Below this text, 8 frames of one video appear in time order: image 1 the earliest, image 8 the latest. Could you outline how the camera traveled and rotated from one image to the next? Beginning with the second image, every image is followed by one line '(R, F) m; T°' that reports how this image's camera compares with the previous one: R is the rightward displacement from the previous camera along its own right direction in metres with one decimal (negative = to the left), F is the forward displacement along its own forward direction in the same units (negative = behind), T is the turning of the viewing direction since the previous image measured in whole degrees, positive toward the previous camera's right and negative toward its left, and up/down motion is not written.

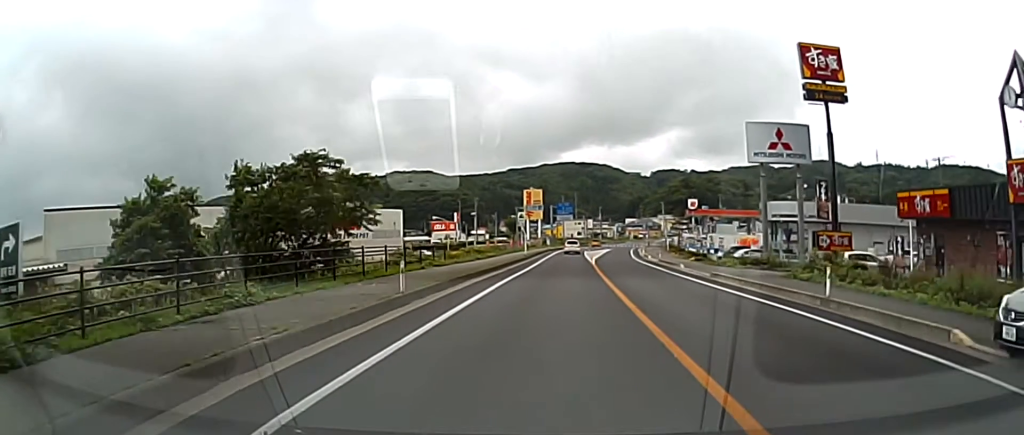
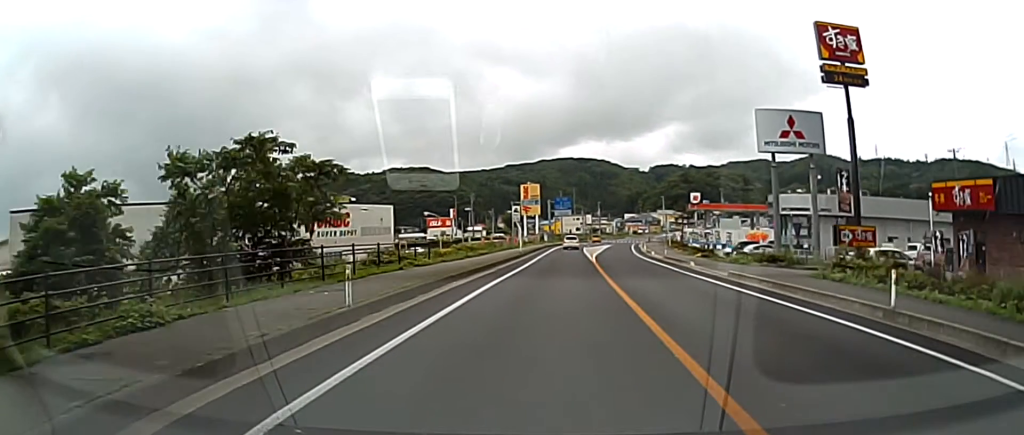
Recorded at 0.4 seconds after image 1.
(0.0, +3.9) m; 0°
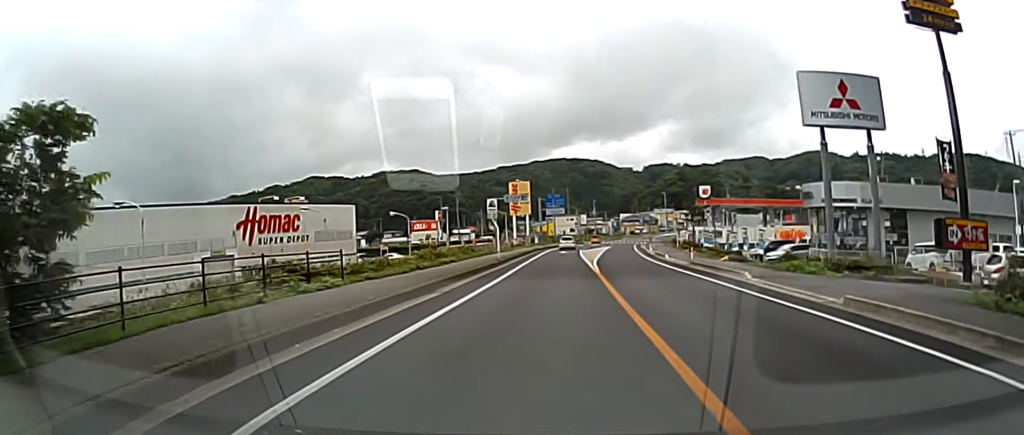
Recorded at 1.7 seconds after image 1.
(+0.1, +12.8) m; -1°
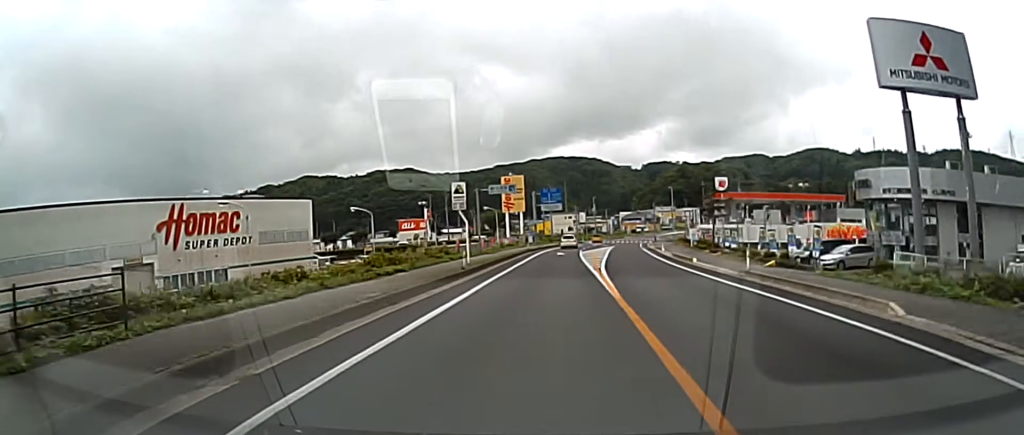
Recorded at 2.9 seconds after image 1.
(-0.5, +12.0) m; -1°
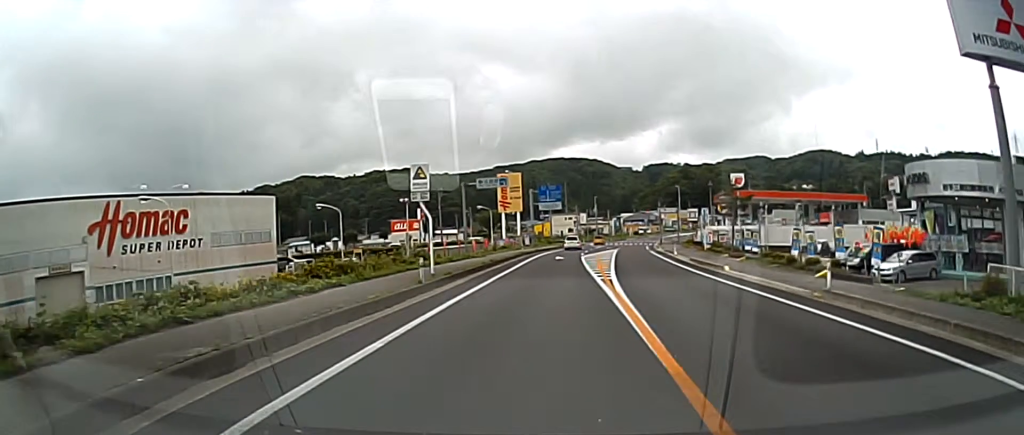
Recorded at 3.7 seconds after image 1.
(+0.3, +8.1) m; +2°
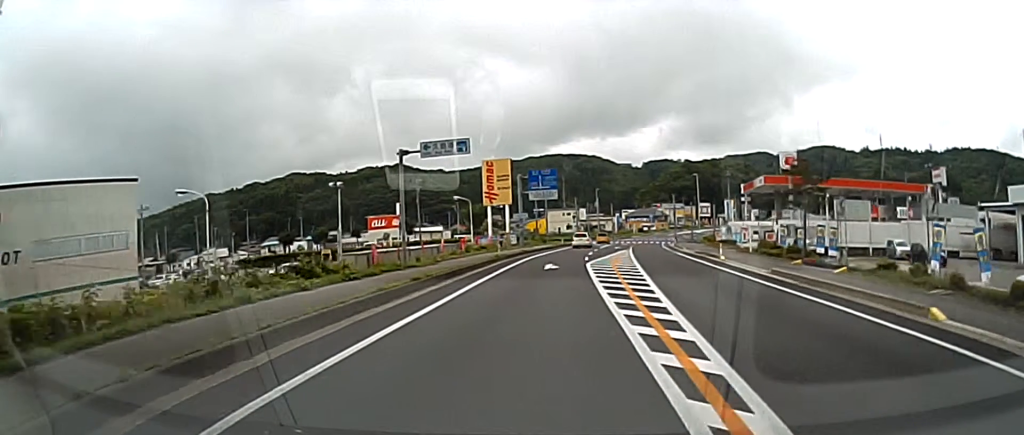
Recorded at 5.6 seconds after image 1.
(+0.5, +19.0) m; +1°
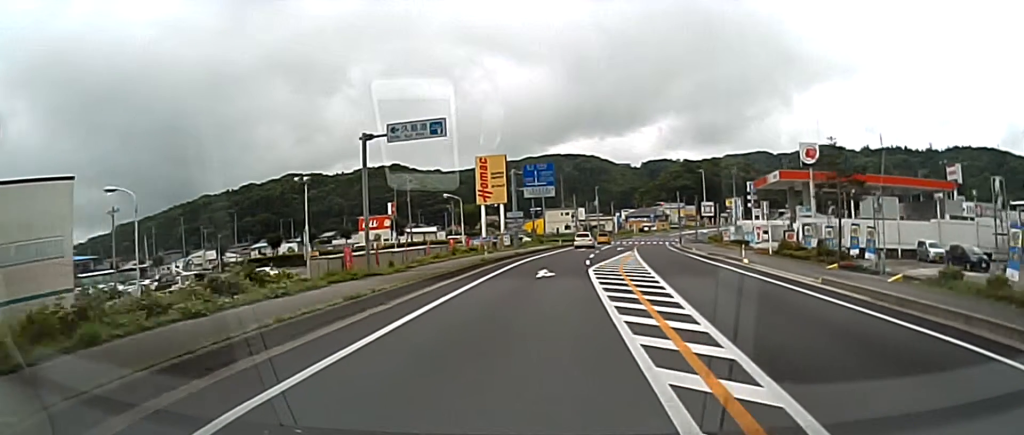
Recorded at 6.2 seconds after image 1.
(0.0, +5.9) m; -1°
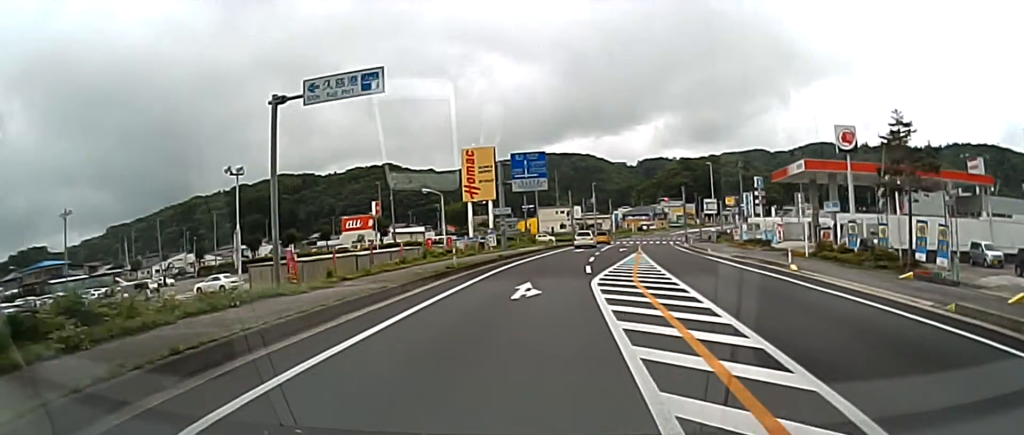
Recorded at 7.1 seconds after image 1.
(-0.1, +8.8) m; -3°
